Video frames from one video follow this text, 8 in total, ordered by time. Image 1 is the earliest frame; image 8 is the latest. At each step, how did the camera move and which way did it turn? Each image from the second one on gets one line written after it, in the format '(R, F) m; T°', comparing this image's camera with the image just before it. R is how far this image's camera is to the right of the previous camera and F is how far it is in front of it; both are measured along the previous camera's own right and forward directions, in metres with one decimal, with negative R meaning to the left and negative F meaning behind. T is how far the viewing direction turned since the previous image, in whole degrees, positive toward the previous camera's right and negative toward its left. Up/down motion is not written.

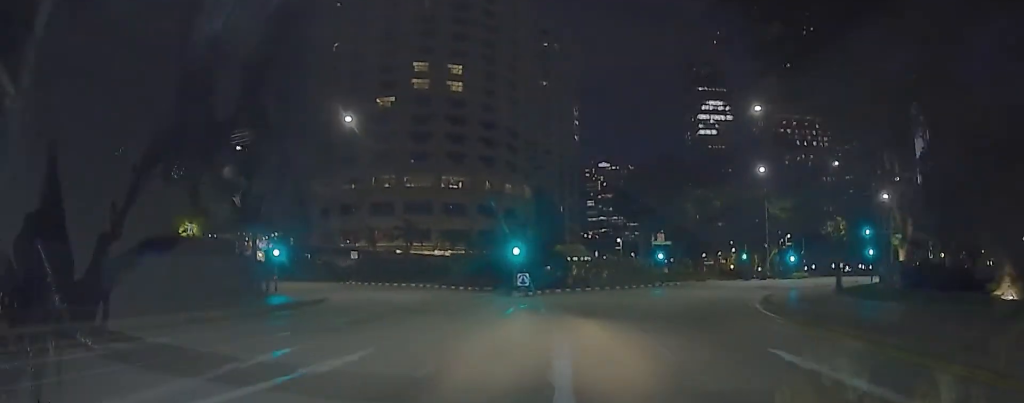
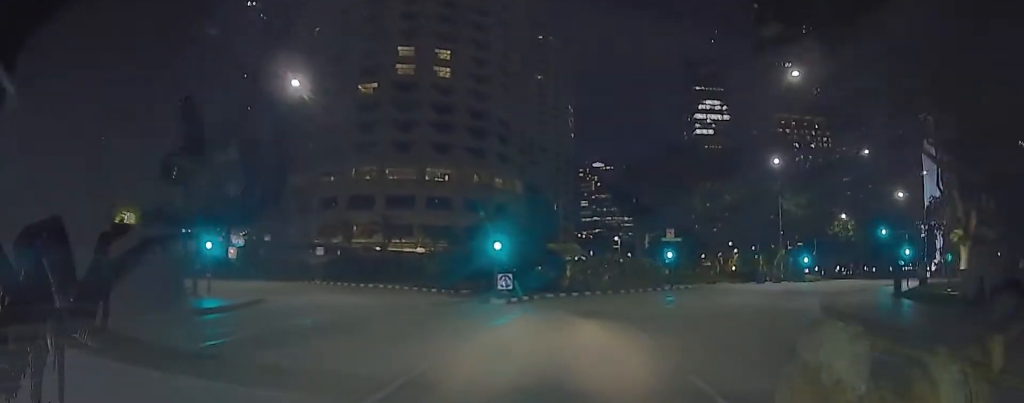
(-0.1, +7.5) m; -1°
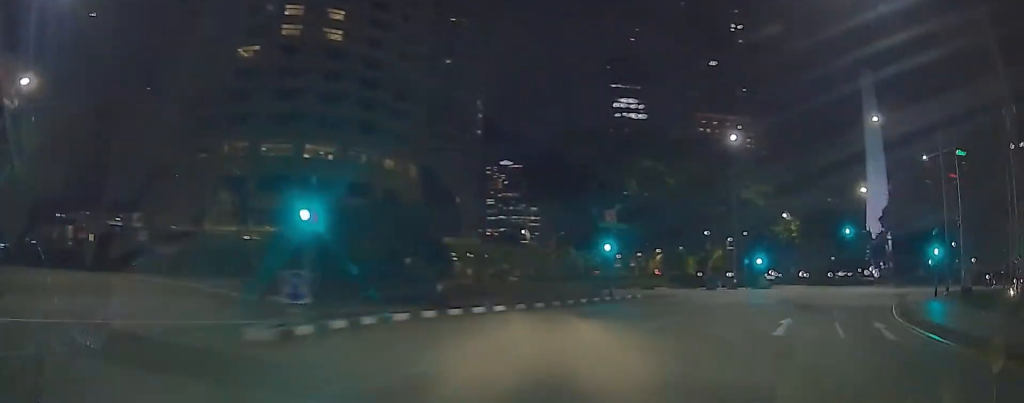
(-0.4, +15.5) m; +3°
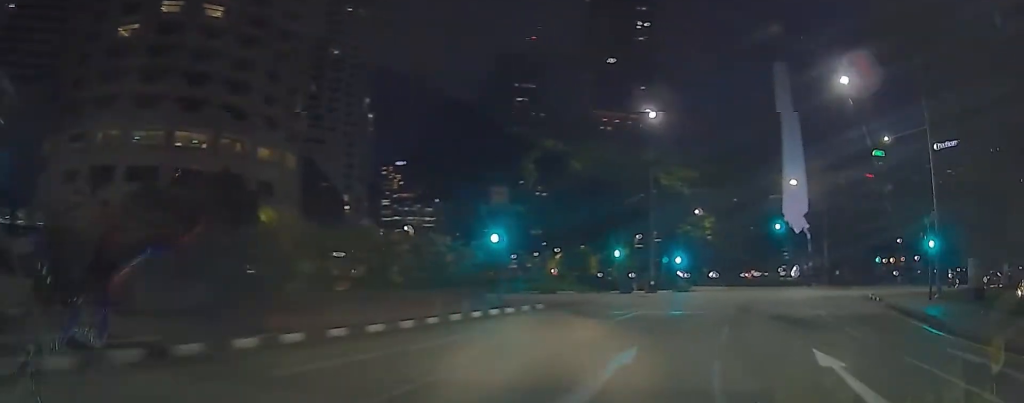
(0.0, +9.9) m; +6°
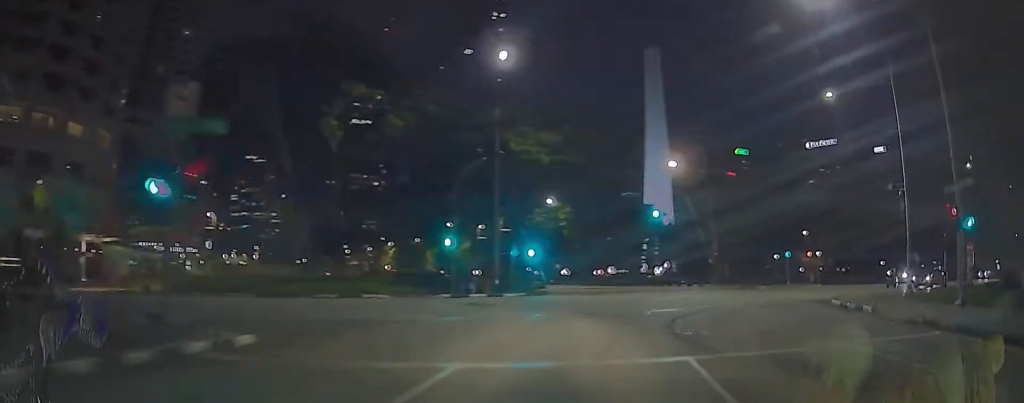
(+1.9, +13.4) m; +9°
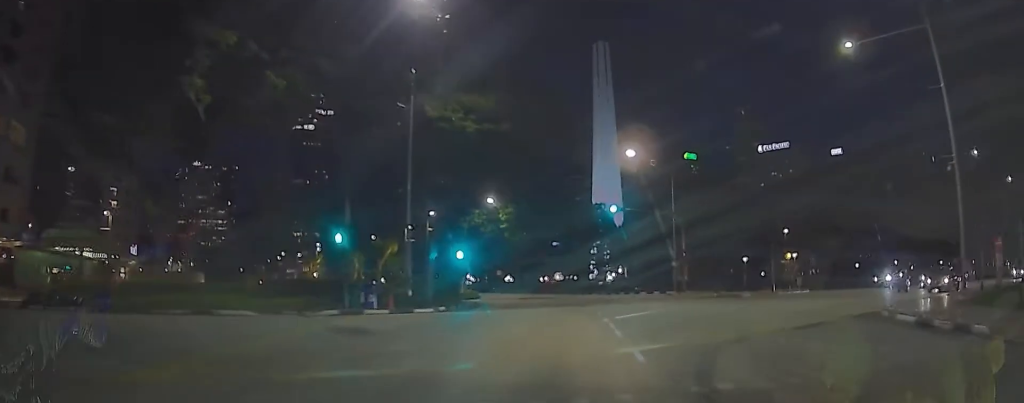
(-0.3, +9.4) m; +7°
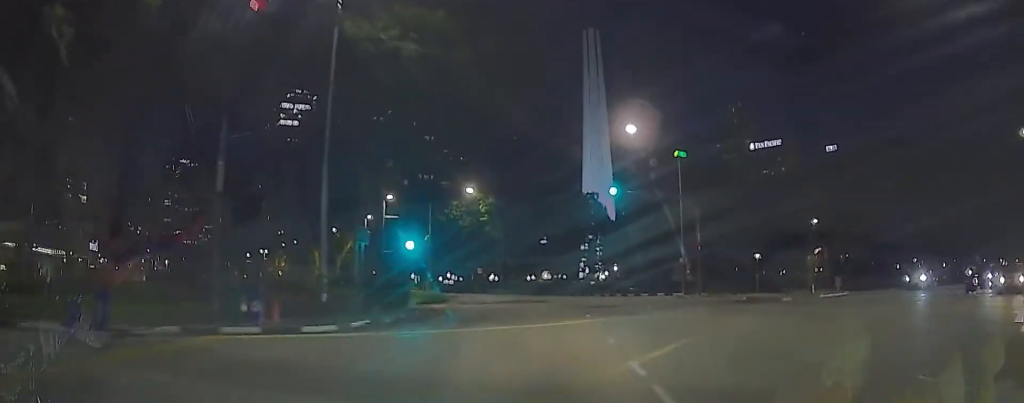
(+1.2, +8.4) m; +9°
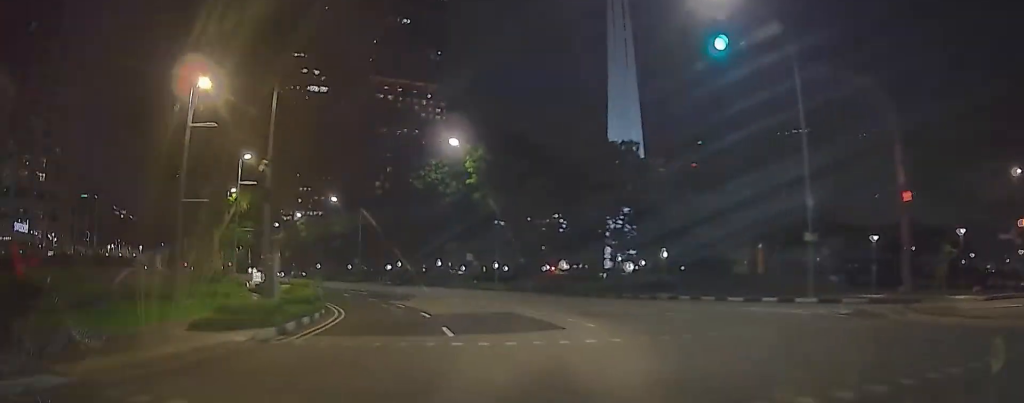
(+3.9, +20.6) m; +14°
